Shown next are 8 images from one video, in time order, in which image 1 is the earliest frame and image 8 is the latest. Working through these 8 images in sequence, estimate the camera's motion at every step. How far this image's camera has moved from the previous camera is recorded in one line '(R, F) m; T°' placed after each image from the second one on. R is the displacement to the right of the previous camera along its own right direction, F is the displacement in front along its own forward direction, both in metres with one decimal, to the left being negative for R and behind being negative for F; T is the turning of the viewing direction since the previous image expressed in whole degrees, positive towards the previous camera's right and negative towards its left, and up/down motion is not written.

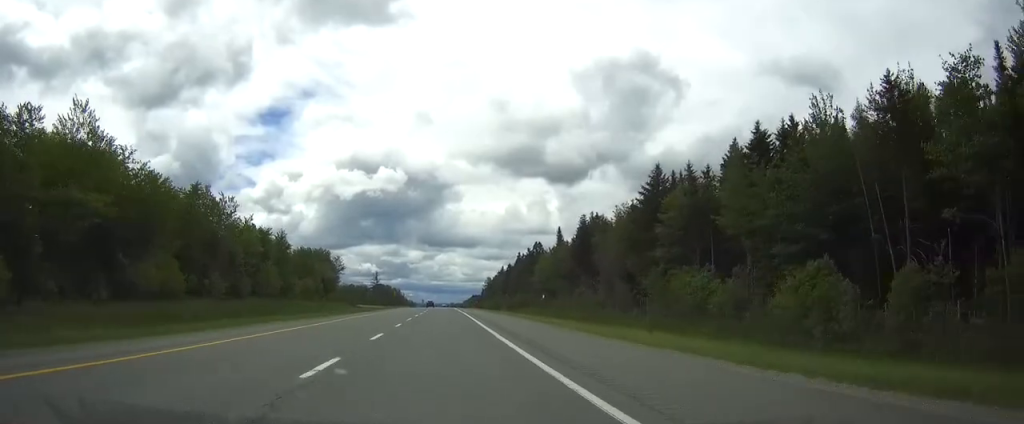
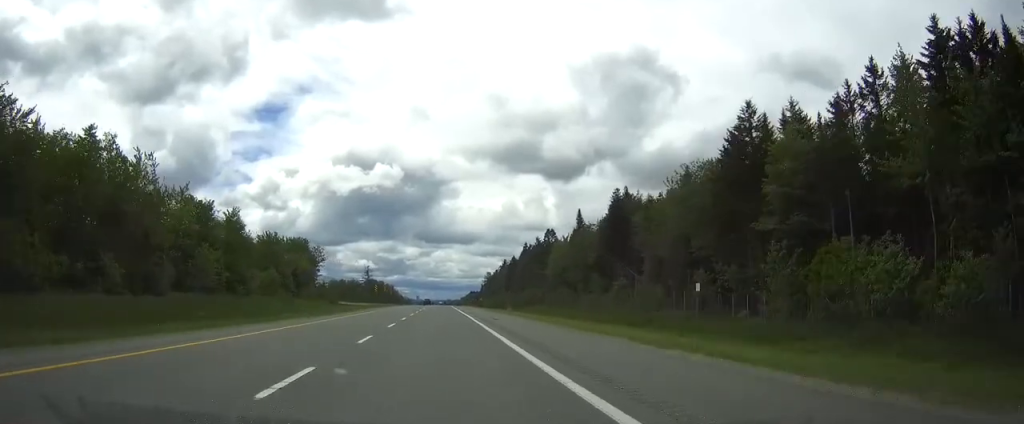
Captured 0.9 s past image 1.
(0.0, +28.9) m; 0°
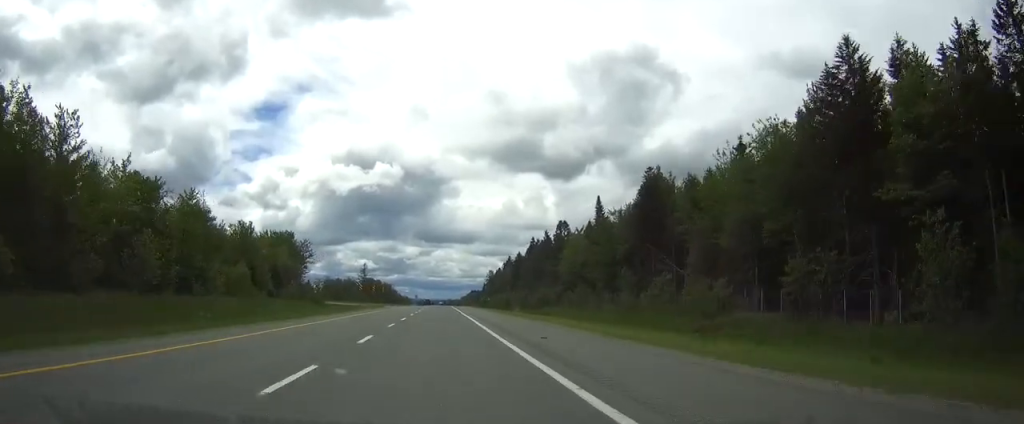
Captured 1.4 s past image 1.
(0.0, +17.6) m; 0°
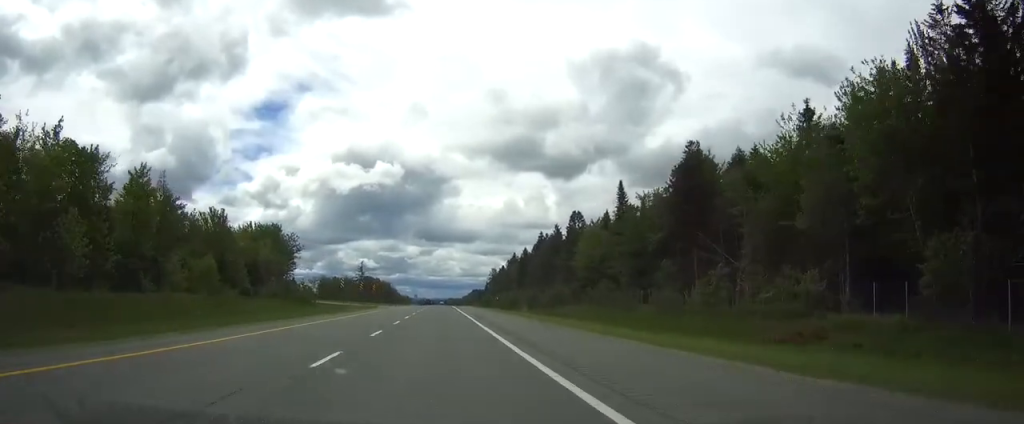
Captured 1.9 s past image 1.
(0.0, +15.3) m; 0°
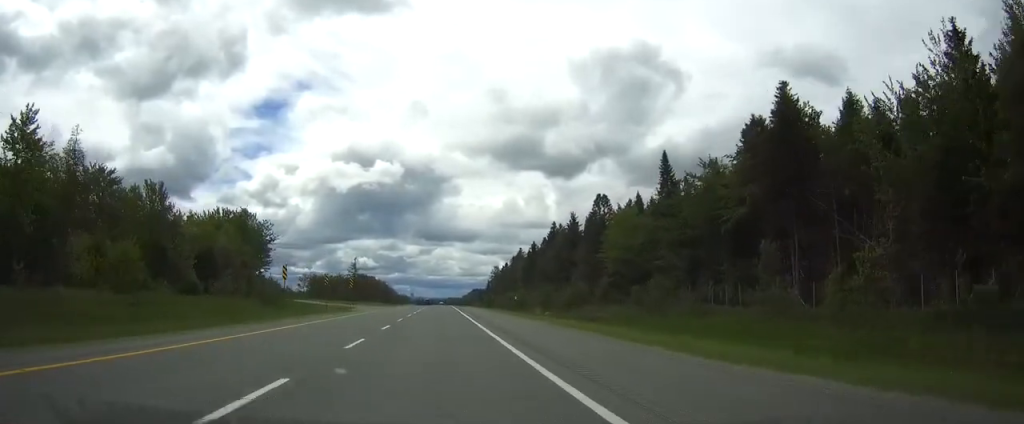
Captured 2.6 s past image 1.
(0.0, +22.8) m; 0°
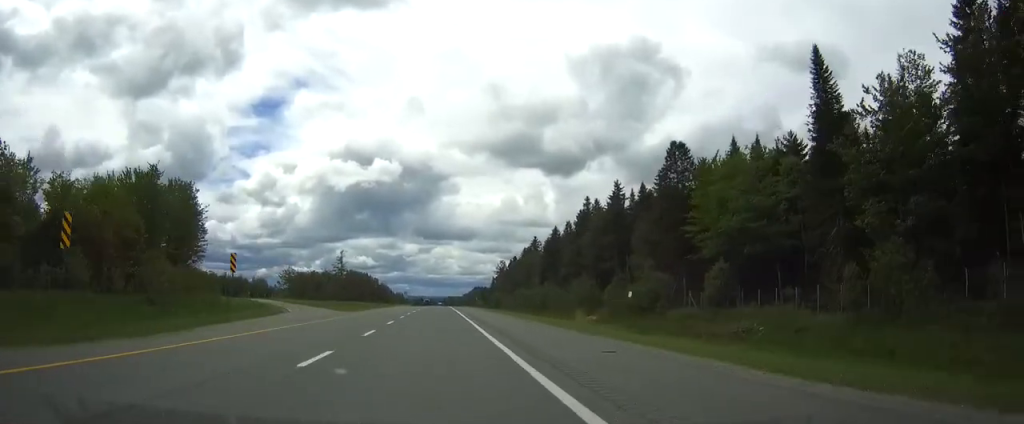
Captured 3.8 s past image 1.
(0.0, +39.8) m; 0°
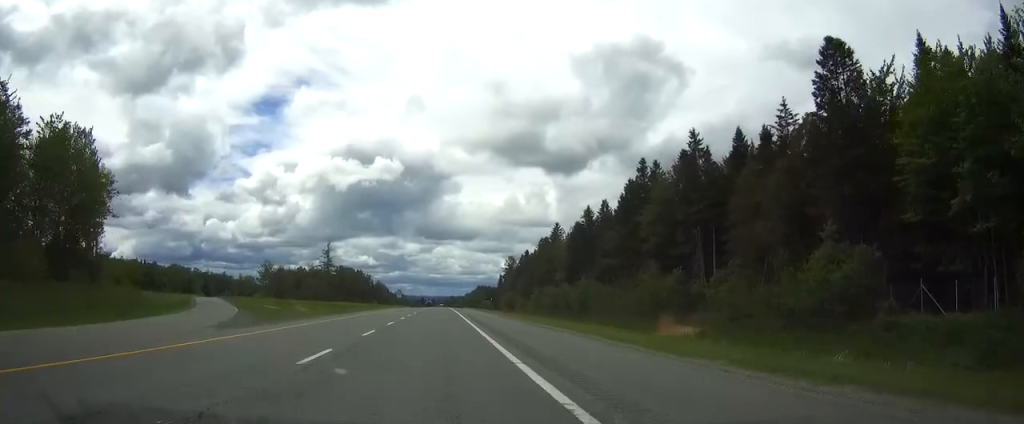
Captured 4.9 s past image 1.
(-0.1, +35.3) m; 0°
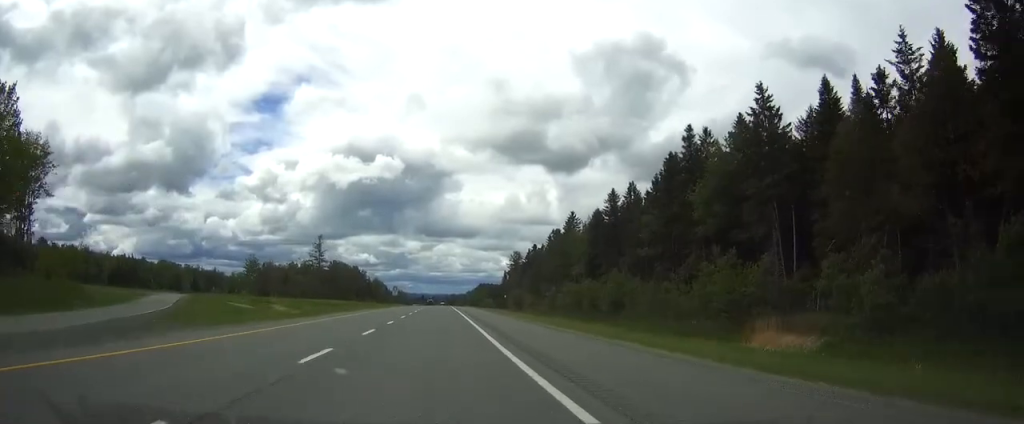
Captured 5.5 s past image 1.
(0.0, +18.1) m; 0°
